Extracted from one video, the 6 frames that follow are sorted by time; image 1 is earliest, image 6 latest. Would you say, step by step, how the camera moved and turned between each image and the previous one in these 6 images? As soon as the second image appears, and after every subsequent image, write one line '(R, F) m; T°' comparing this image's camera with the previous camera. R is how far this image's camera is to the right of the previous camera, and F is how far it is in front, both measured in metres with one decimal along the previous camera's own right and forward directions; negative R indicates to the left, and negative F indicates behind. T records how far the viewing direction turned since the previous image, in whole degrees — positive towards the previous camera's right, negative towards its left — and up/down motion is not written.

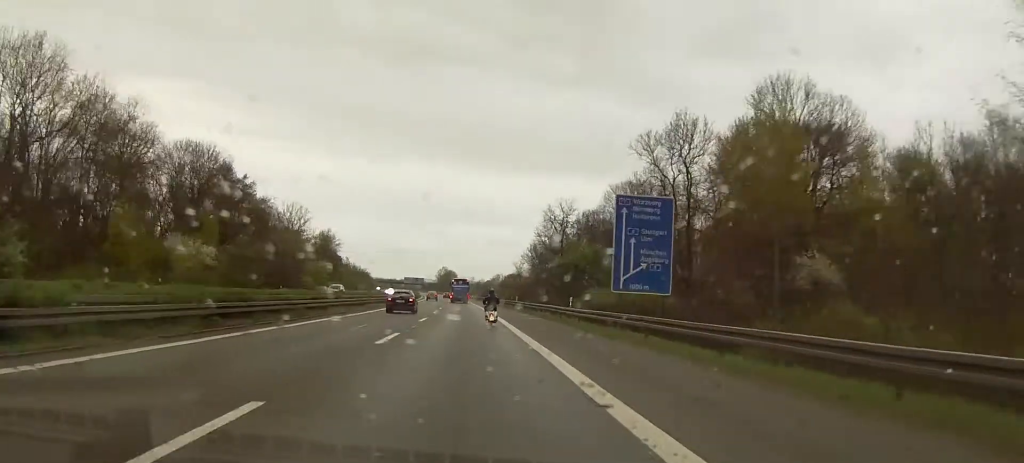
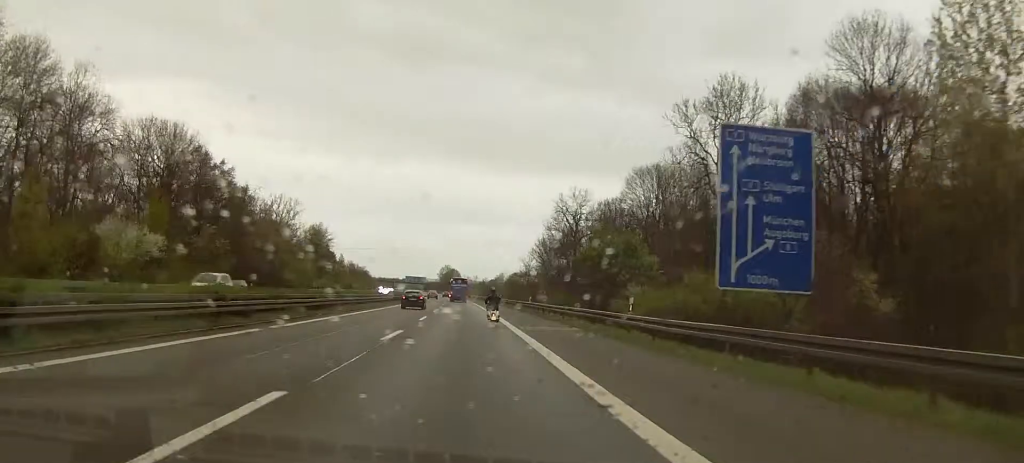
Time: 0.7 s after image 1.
(-0.1, +16.8) m; 0°
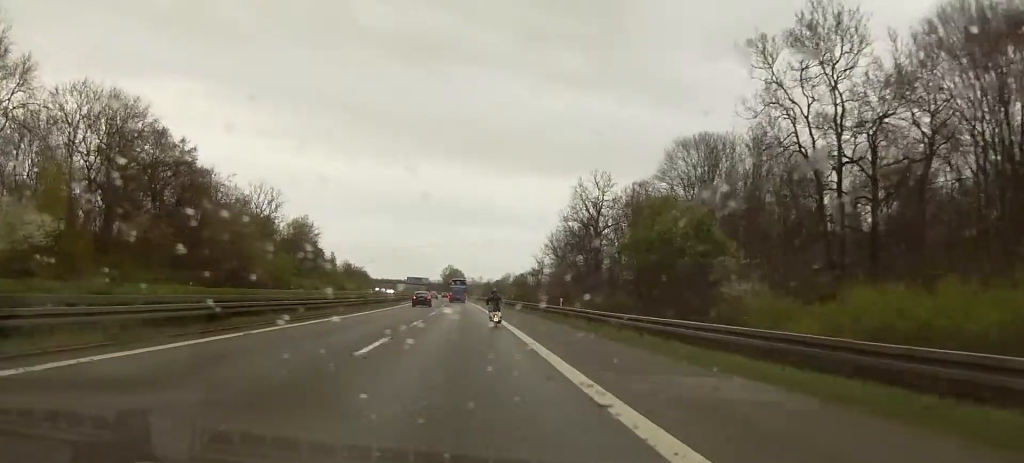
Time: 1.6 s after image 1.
(-0.1, +22.6) m; -1°
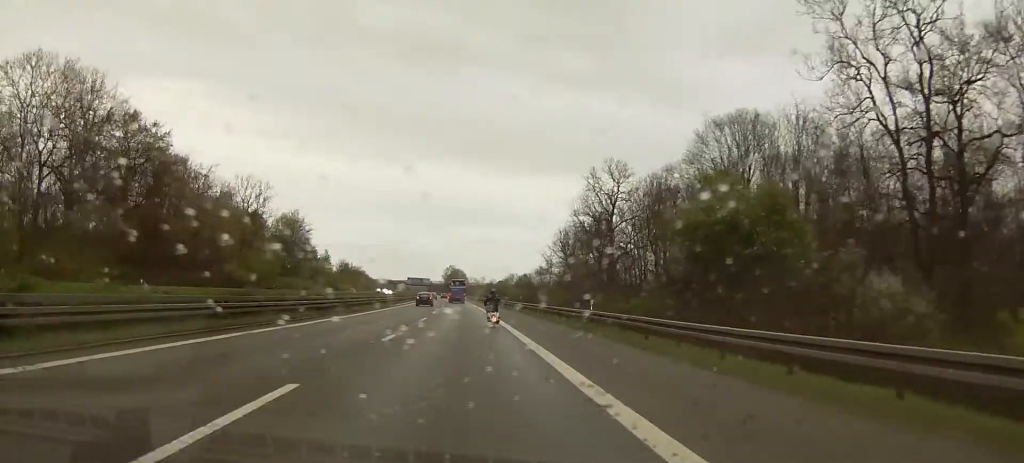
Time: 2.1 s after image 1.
(+0.1, +12.2) m; 0°
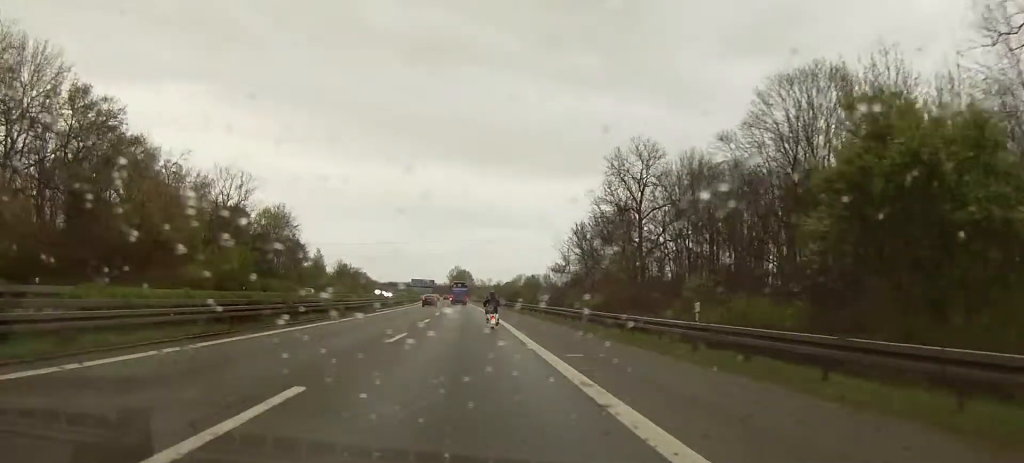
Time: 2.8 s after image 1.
(-0.2, +17.3) m; 0°
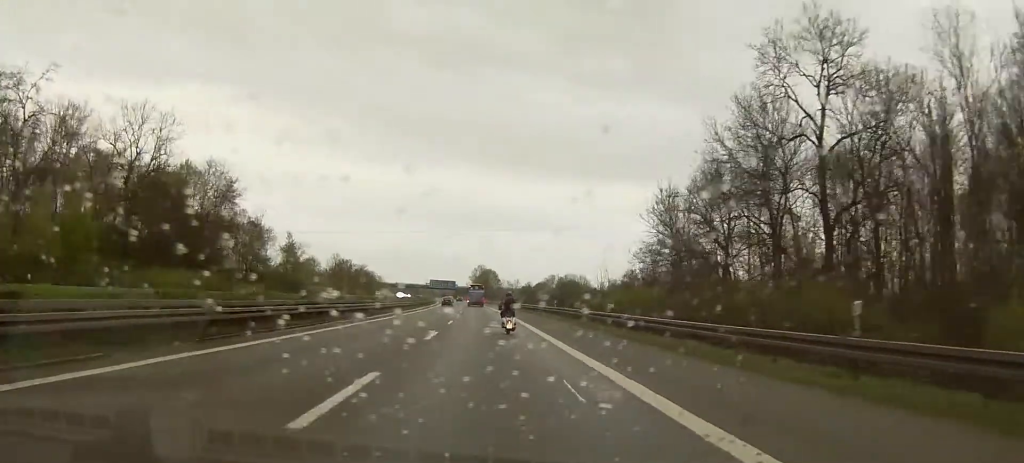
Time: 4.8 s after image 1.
(-0.4, +50.2) m; -1°
